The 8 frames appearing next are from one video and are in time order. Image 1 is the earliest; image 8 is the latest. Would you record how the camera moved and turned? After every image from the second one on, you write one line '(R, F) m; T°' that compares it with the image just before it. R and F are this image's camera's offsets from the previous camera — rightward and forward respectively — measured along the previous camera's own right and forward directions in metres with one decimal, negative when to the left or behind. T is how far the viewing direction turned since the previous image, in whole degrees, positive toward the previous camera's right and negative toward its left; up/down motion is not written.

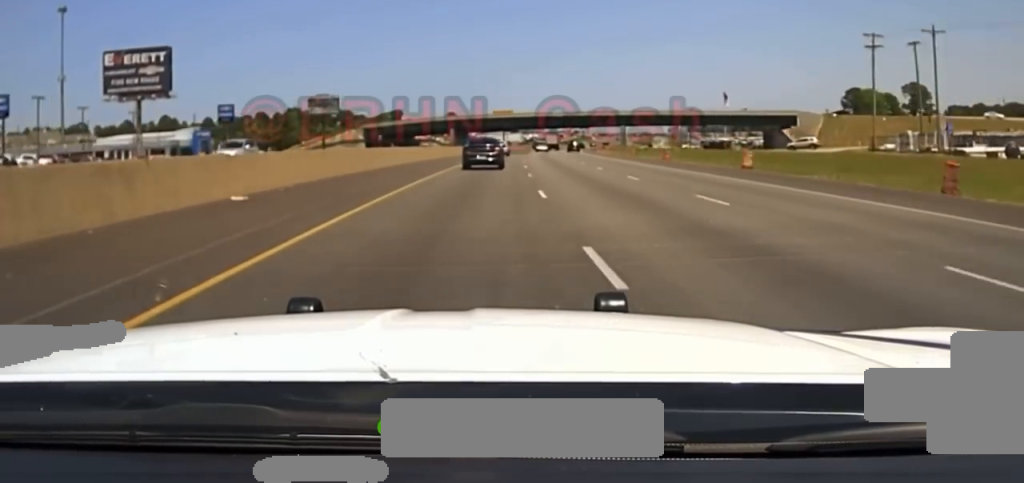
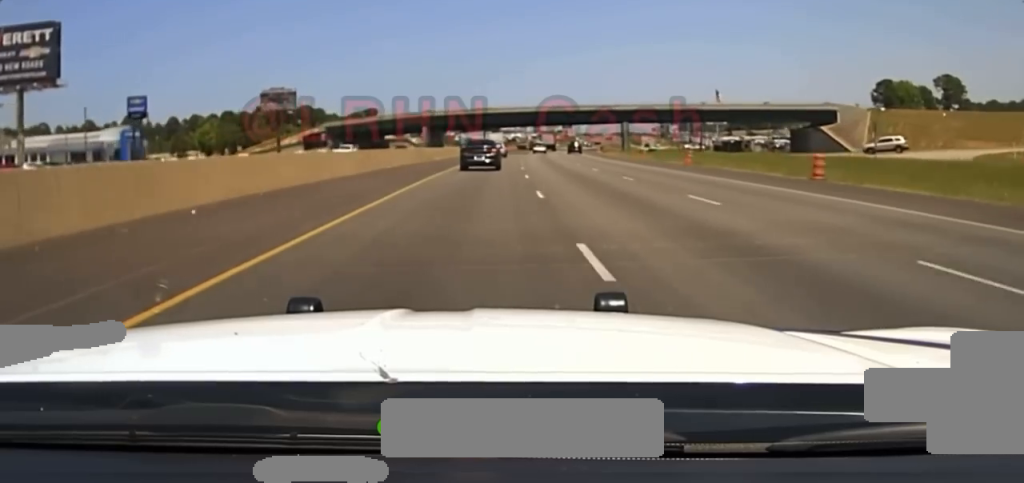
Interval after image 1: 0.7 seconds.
(0.0, +34.0) m; +1°
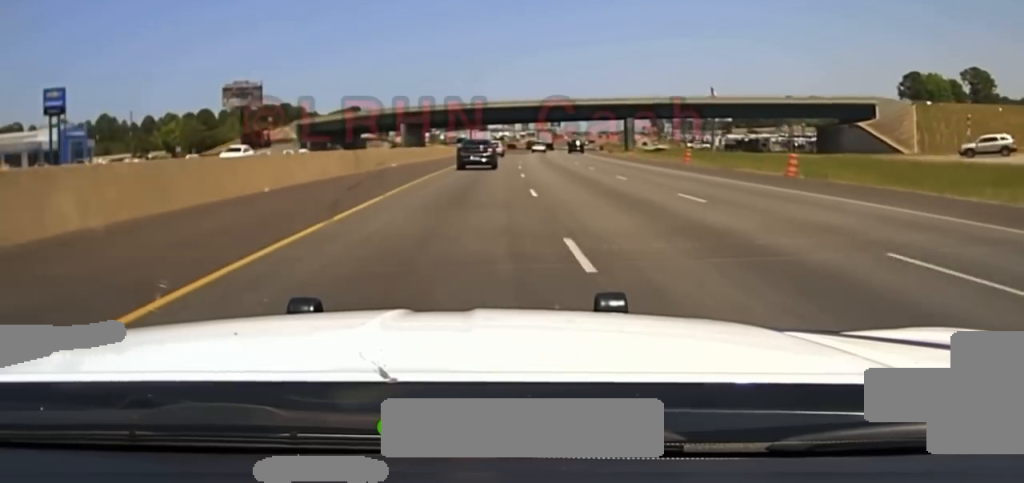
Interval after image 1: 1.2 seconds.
(+0.2, +22.4) m; +1°
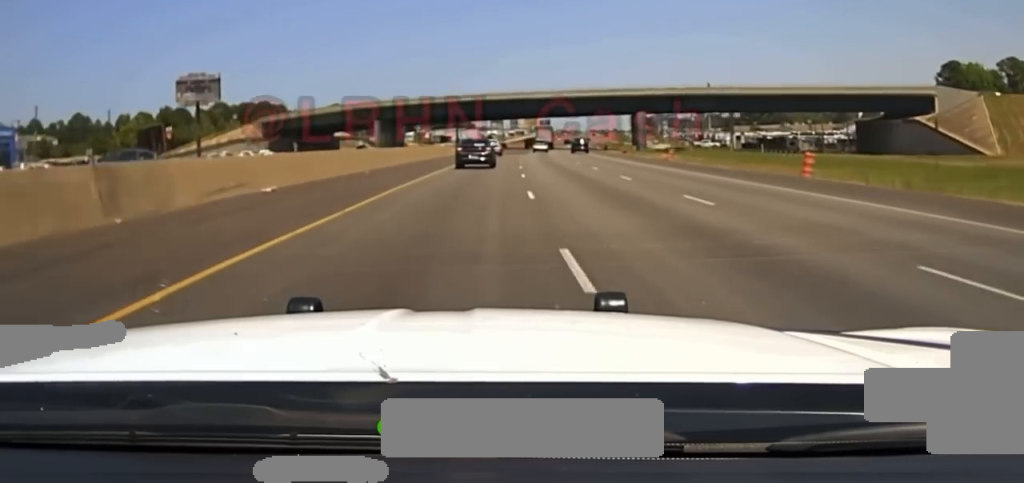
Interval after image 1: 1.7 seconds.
(+0.1, +25.8) m; +1°
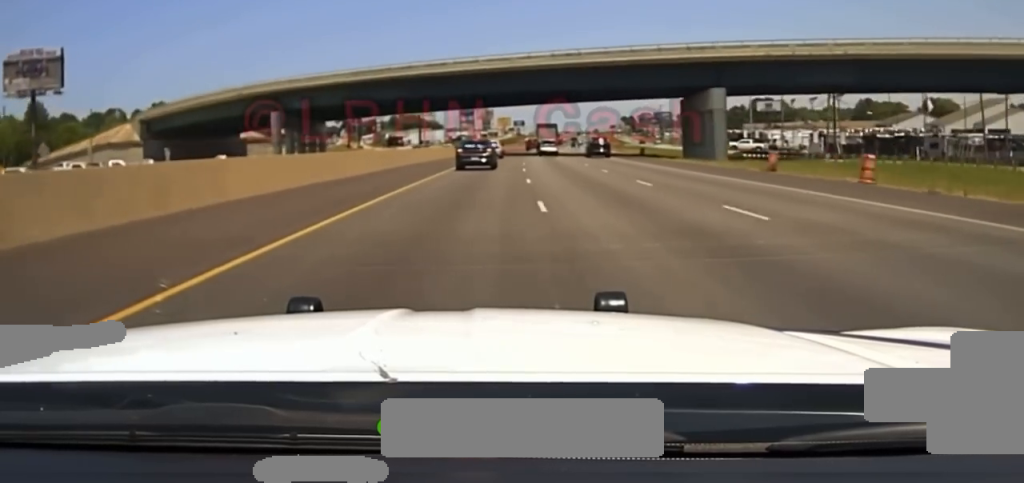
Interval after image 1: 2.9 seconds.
(+1.0, +61.3) m; +2°
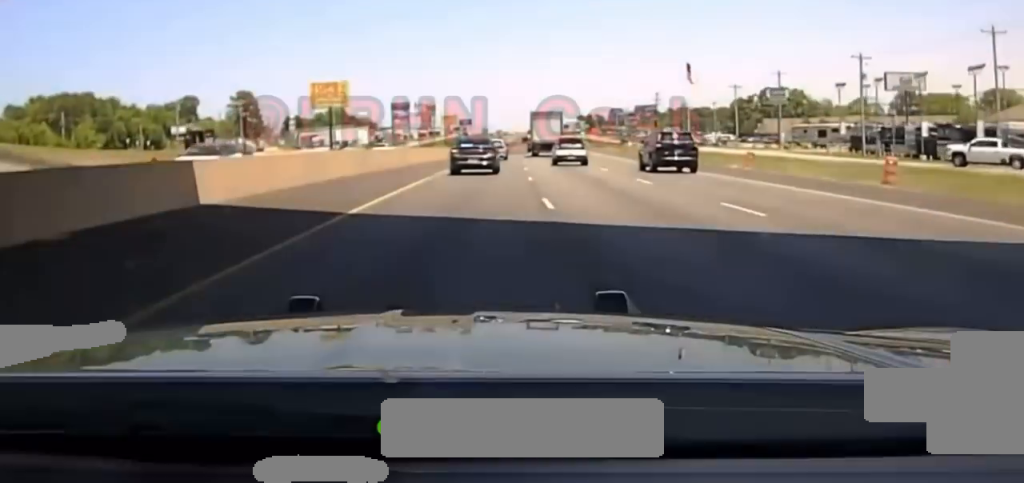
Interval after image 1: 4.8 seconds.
(+5.2, +100.6) m; +5°
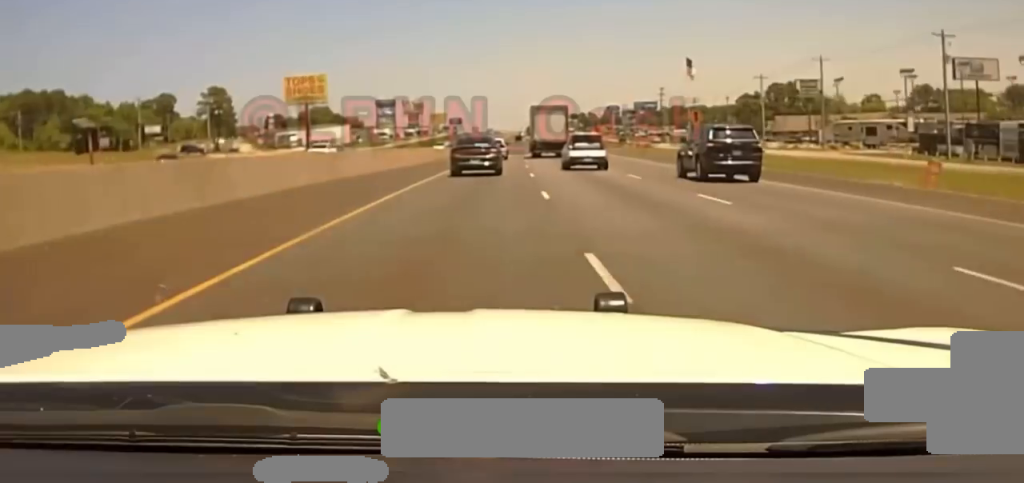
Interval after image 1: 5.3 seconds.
(0.0, +24.5) m; 0°
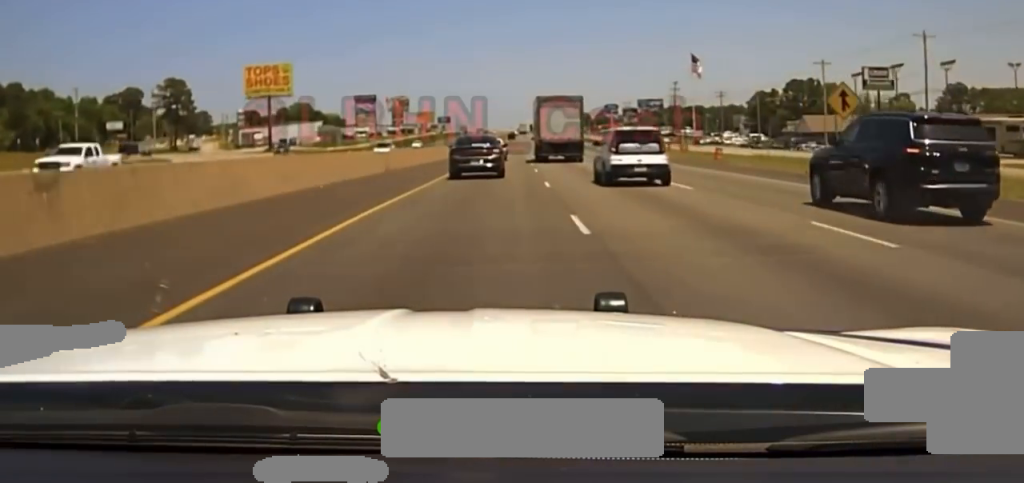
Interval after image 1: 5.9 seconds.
(+0.1, +36.9) m; 0°
